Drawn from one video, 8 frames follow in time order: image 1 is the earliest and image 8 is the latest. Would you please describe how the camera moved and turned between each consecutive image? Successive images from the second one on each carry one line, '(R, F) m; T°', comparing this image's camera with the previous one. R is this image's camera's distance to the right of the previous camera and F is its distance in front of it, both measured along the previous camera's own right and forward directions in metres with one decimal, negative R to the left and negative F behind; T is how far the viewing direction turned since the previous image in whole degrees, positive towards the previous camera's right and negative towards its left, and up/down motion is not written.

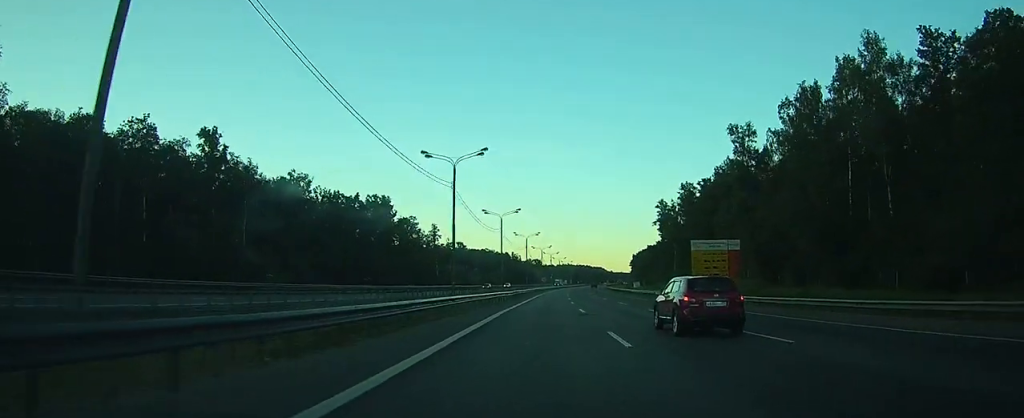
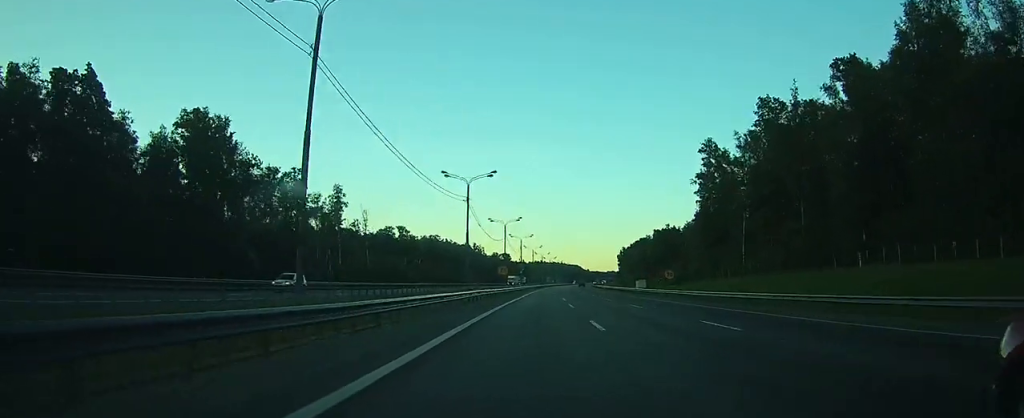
(+0.6, +75.5) m; +1°
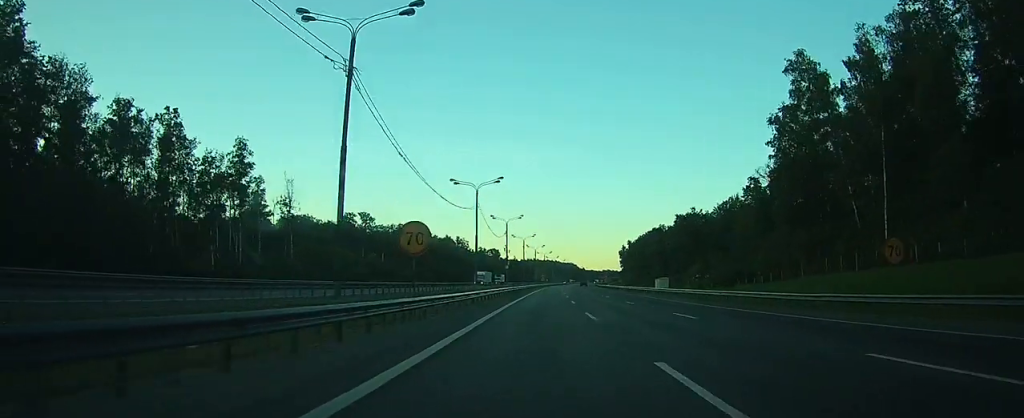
(+0.7, +42.4) m; +2°
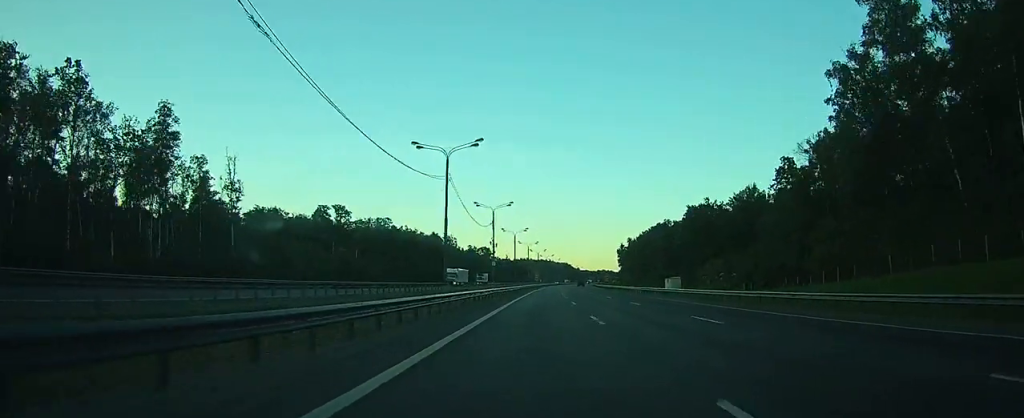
(+0.2, +19.5) m; +1°
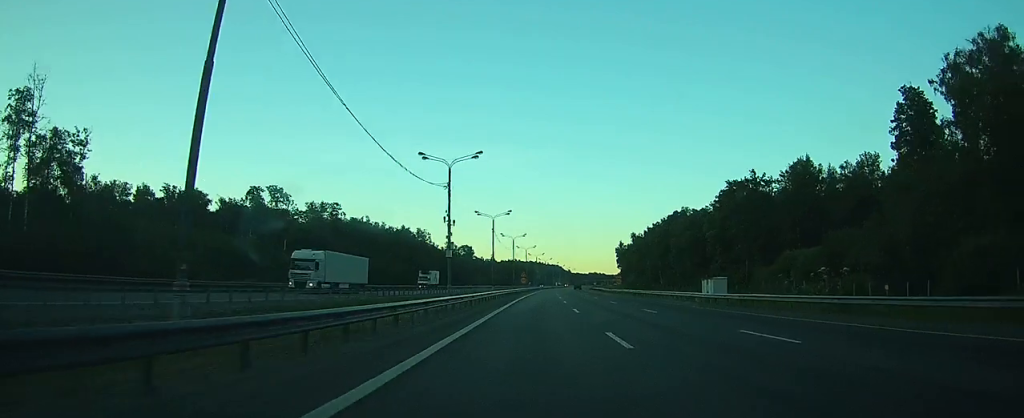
(+0.4, +38.6) m; +2°
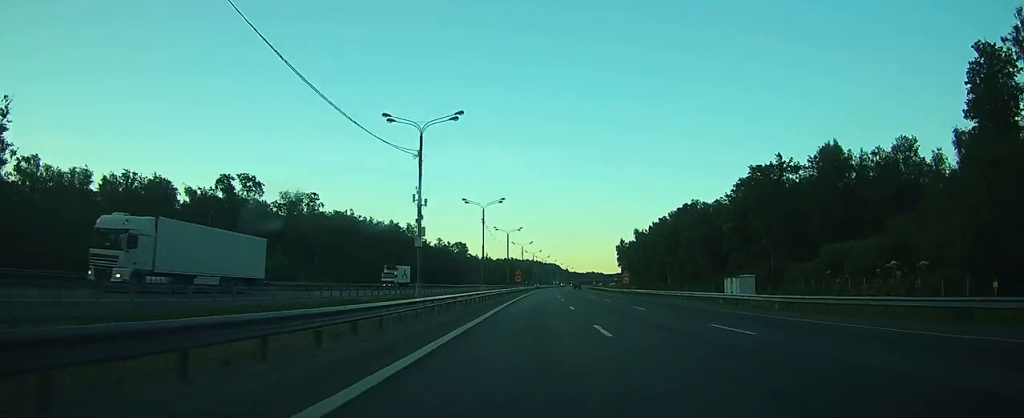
(0.0, +13.4) m; +1°
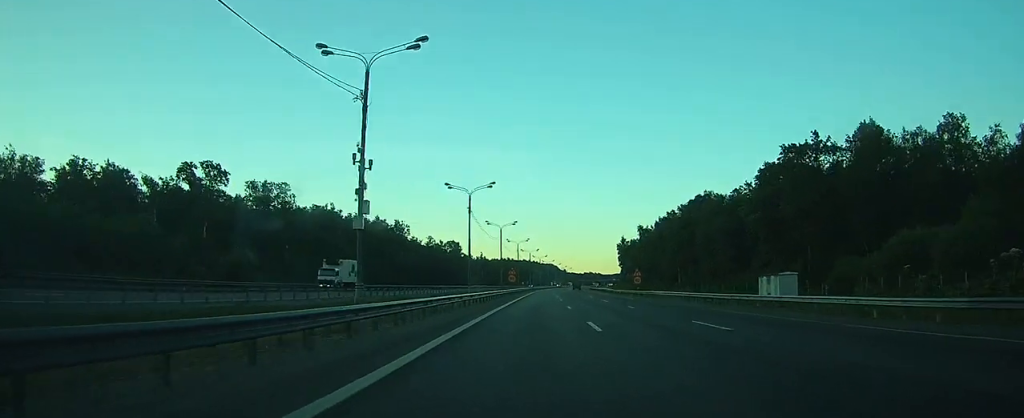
(+0.2, +14.3) m; 0°
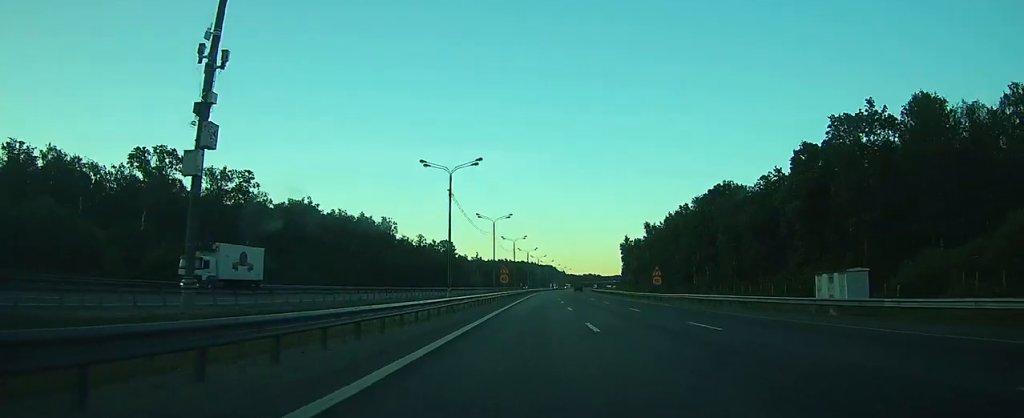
(+0.1, +15.3) m; 0°
